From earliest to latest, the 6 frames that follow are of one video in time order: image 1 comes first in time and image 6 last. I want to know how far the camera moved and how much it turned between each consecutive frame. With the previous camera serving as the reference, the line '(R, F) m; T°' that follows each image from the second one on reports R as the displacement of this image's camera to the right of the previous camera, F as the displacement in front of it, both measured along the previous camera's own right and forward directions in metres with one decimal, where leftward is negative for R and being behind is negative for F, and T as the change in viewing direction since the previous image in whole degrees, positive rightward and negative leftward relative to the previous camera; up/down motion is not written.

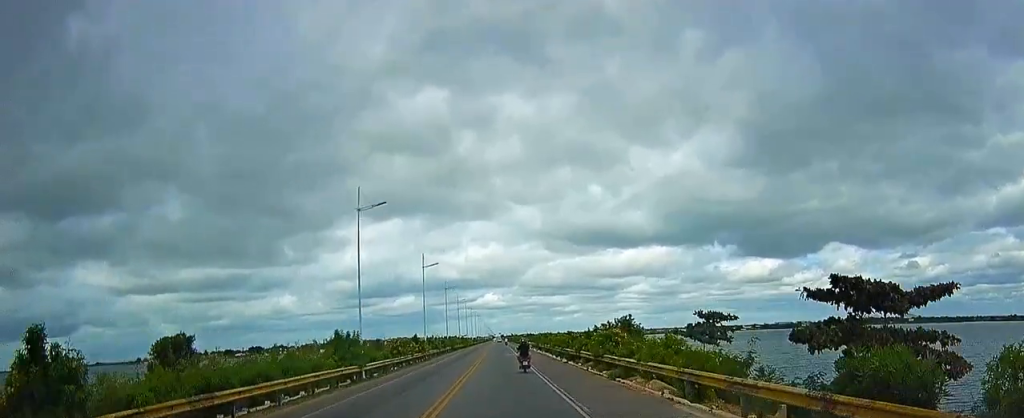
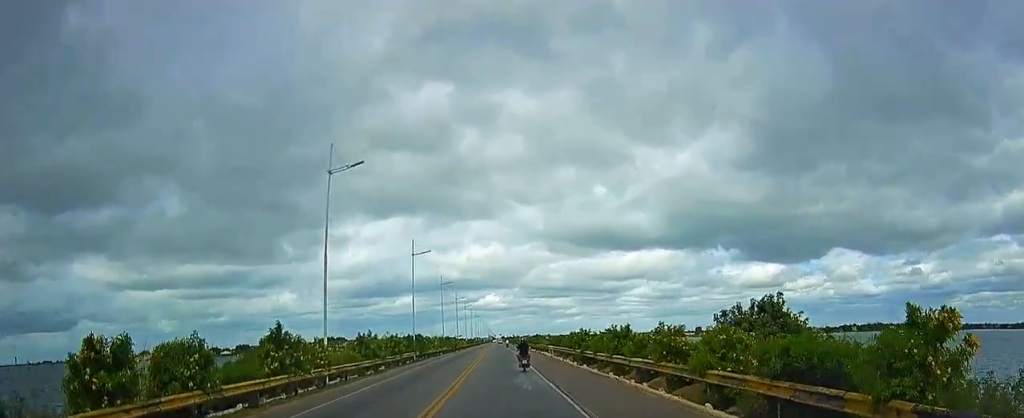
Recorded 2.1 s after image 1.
(+0.2, +37.5) m; -1°
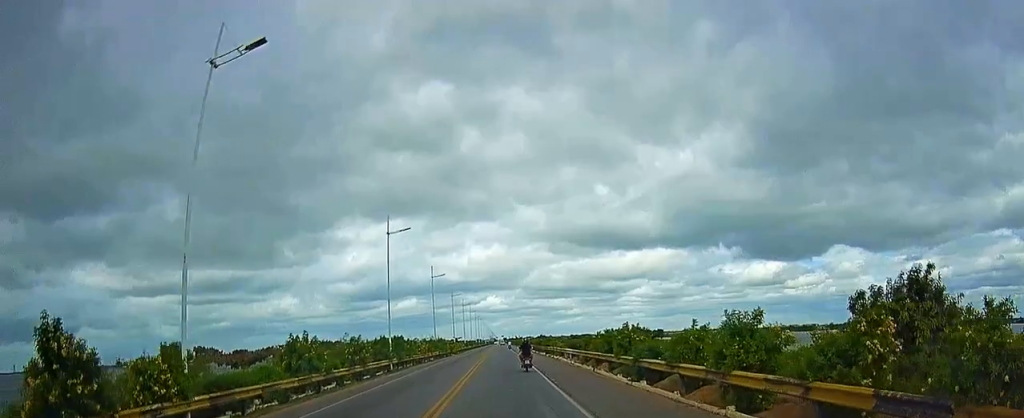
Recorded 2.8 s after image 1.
(-0.1, +13.2) m; 0°
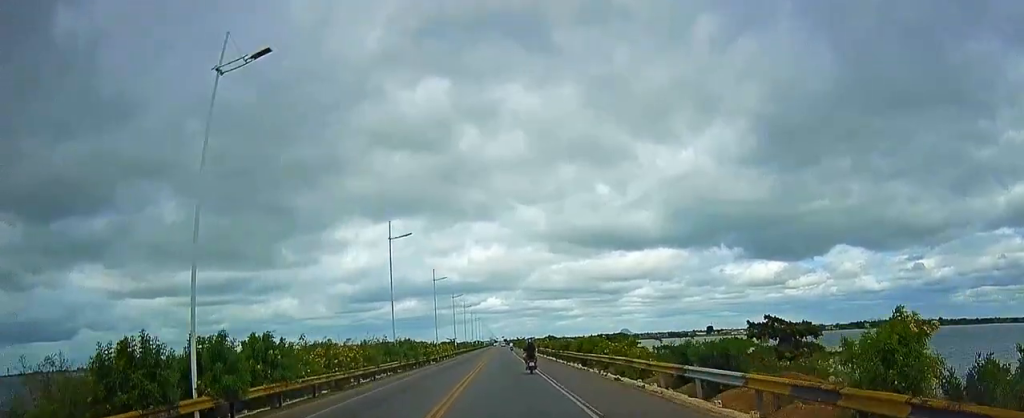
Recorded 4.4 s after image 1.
(0.0, +28.6) m; 0°
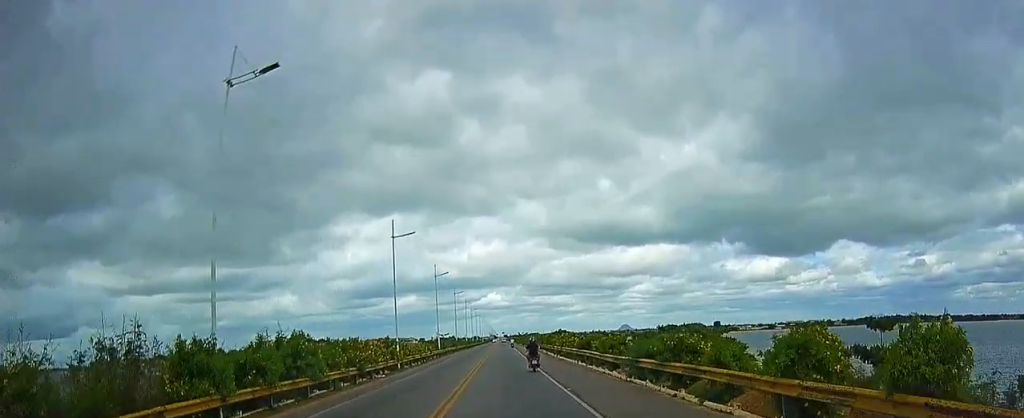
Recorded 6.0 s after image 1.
(0.0, +28.8) m; +1°
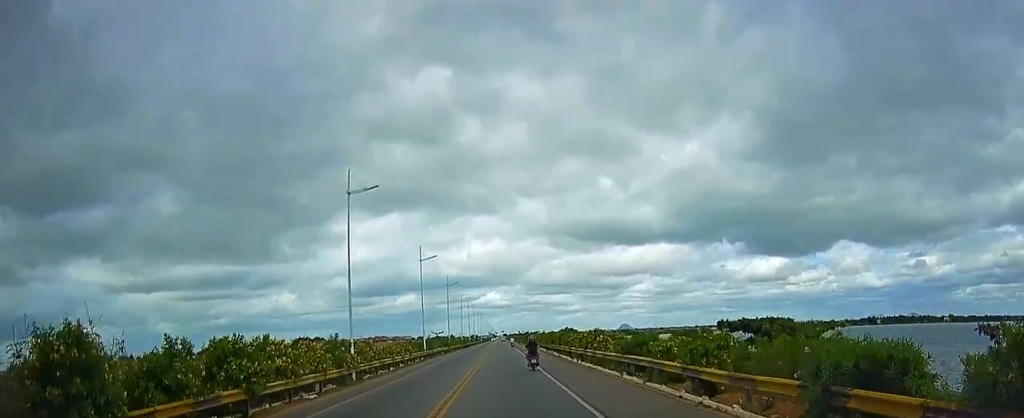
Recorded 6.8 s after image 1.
(+0.1, +13.9) m; +1°
